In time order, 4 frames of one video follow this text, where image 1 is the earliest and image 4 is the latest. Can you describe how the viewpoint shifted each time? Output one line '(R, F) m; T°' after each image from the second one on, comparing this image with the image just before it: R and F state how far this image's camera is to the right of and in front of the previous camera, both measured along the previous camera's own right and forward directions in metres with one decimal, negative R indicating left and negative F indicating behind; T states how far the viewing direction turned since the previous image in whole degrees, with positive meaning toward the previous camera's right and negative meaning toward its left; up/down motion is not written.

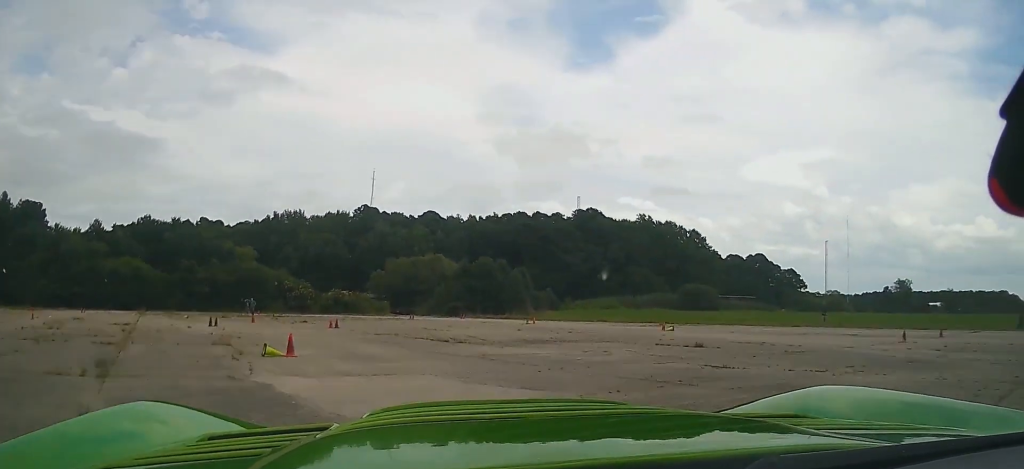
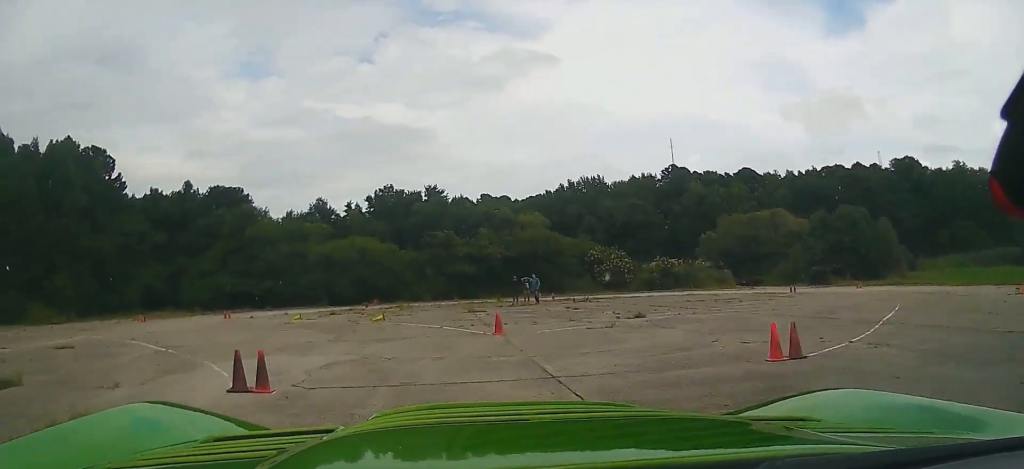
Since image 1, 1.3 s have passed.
(-0.9, +23.4) m; -20°
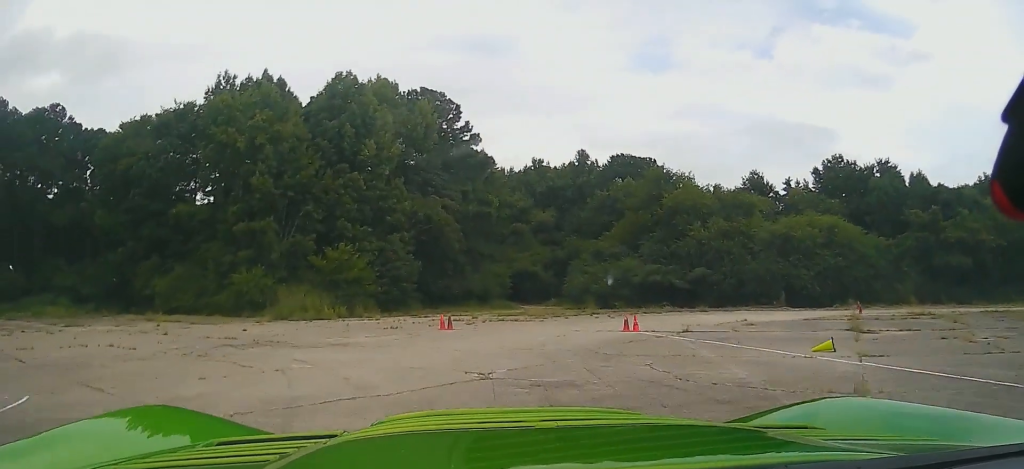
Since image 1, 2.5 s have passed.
(-6.3, +19.2) m; -26°
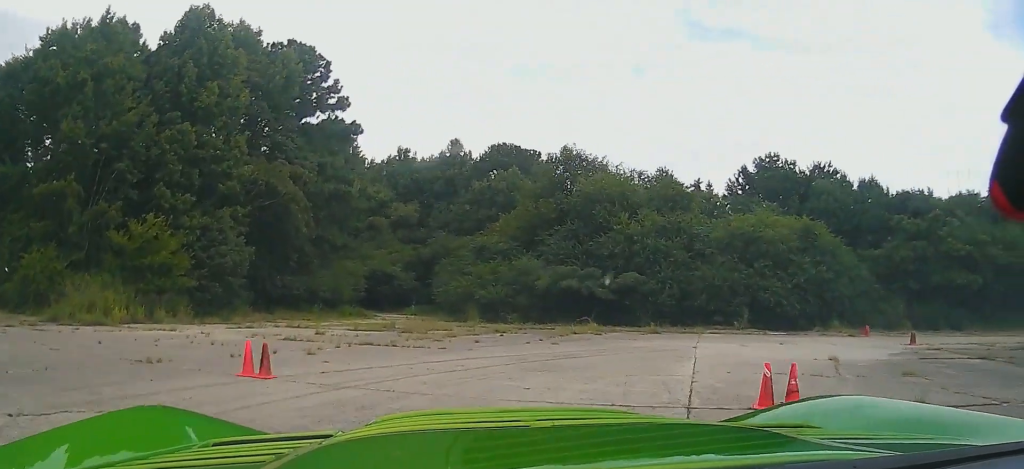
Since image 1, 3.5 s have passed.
(-0.8, +14.6) m; +9°
